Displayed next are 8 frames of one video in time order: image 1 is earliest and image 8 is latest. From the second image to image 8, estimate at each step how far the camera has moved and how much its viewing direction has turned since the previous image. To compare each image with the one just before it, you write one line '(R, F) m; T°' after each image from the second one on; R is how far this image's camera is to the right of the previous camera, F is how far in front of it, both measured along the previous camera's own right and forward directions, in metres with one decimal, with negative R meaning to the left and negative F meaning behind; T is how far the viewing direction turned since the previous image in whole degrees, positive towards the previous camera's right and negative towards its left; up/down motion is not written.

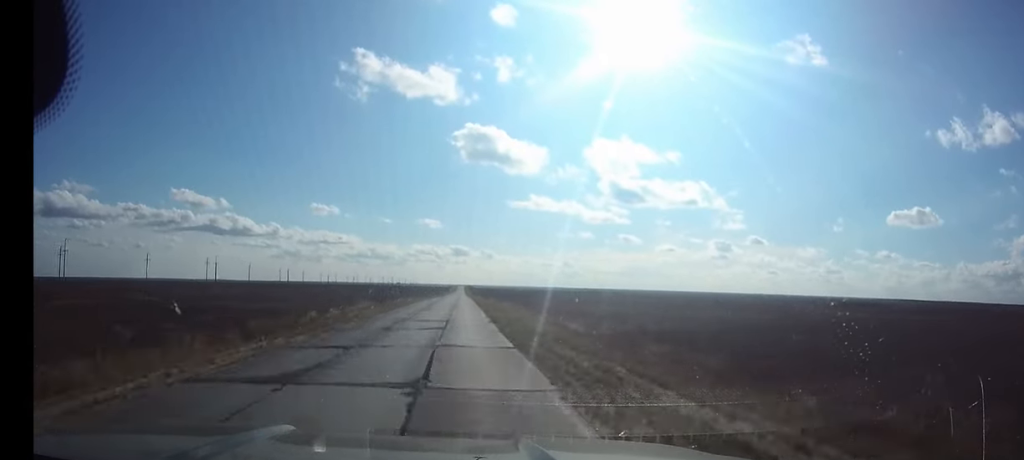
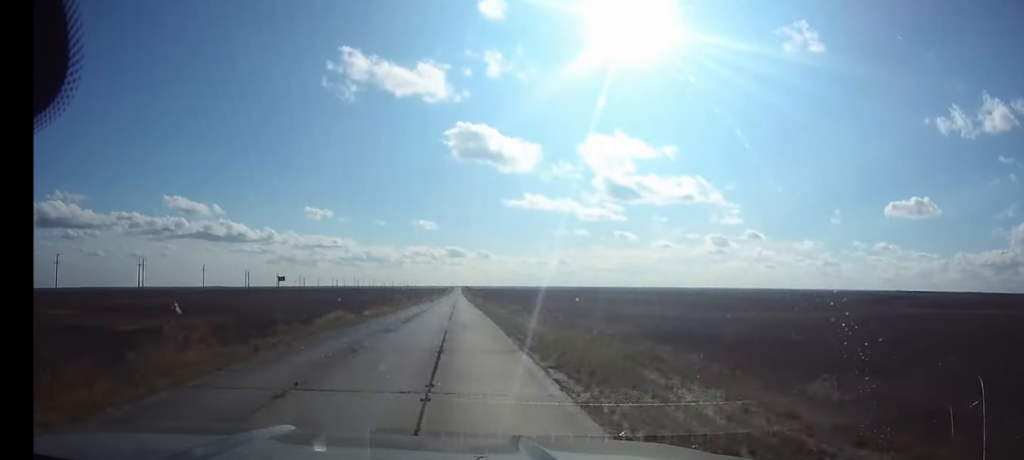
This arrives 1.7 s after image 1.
(+0.1, +49.9) m; 0°
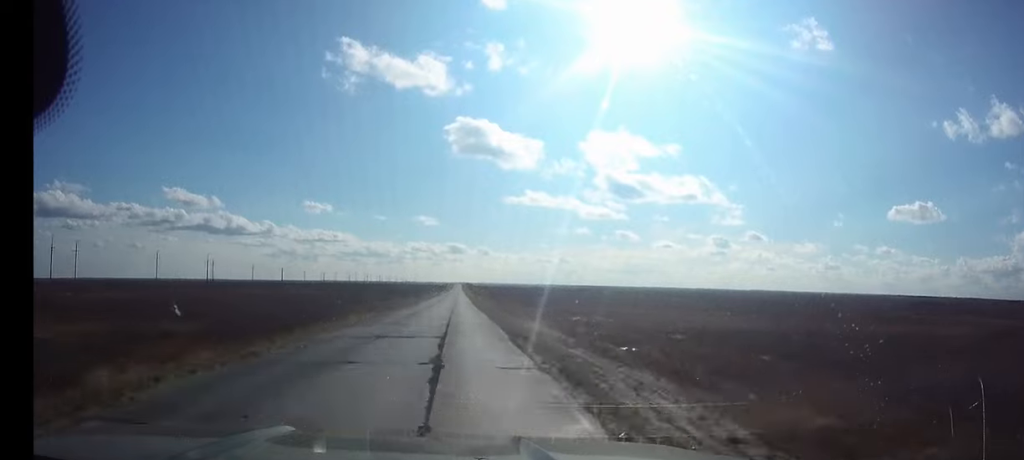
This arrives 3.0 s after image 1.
(0.0, +38.3) m; 0°
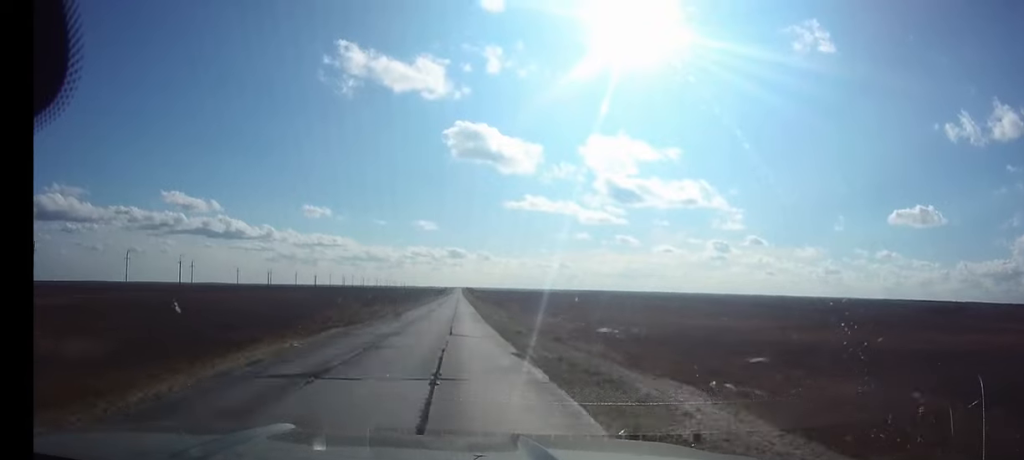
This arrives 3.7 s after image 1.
(0.0, +19.7) m; 0°
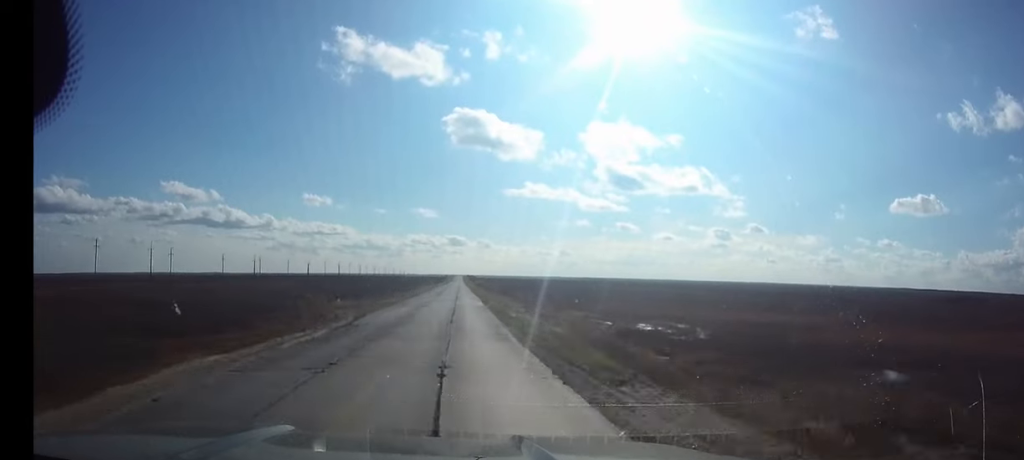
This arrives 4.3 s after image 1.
(0.0, +17.5) m; 0°
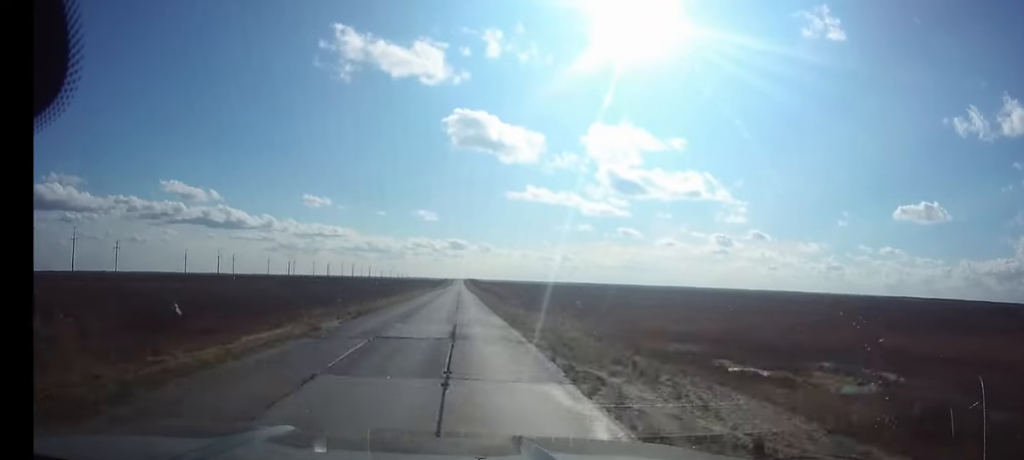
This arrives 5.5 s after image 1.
(+0.1, +37.5) m; 0°
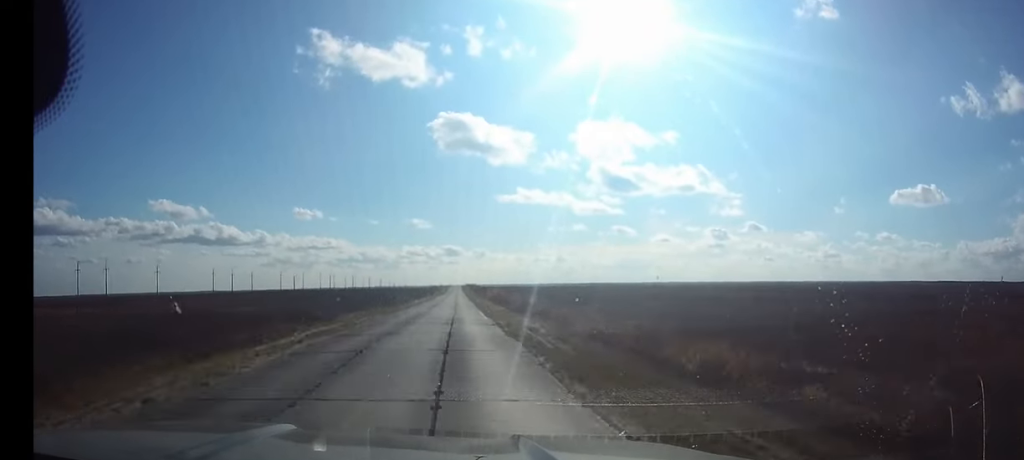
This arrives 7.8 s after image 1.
(0.0, +63.4) m; 0°
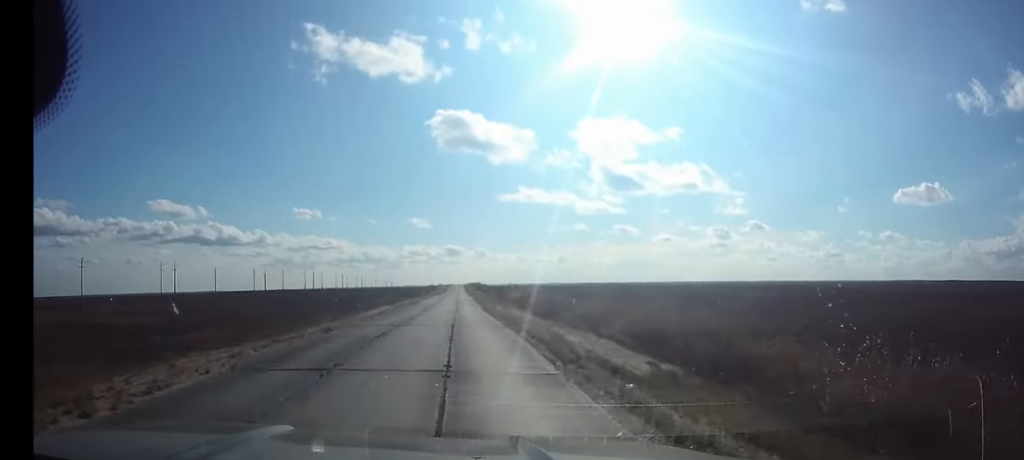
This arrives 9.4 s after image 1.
(0.0, +46.2) m; 0°
